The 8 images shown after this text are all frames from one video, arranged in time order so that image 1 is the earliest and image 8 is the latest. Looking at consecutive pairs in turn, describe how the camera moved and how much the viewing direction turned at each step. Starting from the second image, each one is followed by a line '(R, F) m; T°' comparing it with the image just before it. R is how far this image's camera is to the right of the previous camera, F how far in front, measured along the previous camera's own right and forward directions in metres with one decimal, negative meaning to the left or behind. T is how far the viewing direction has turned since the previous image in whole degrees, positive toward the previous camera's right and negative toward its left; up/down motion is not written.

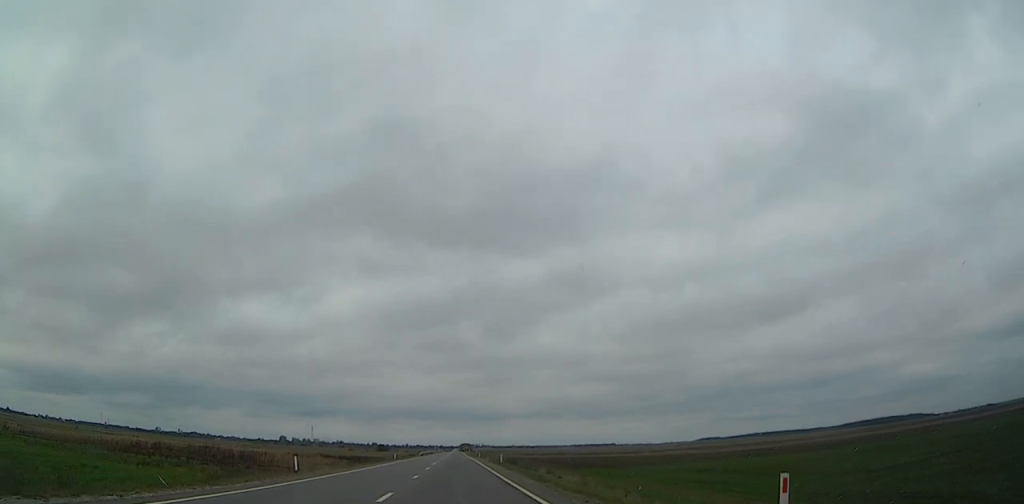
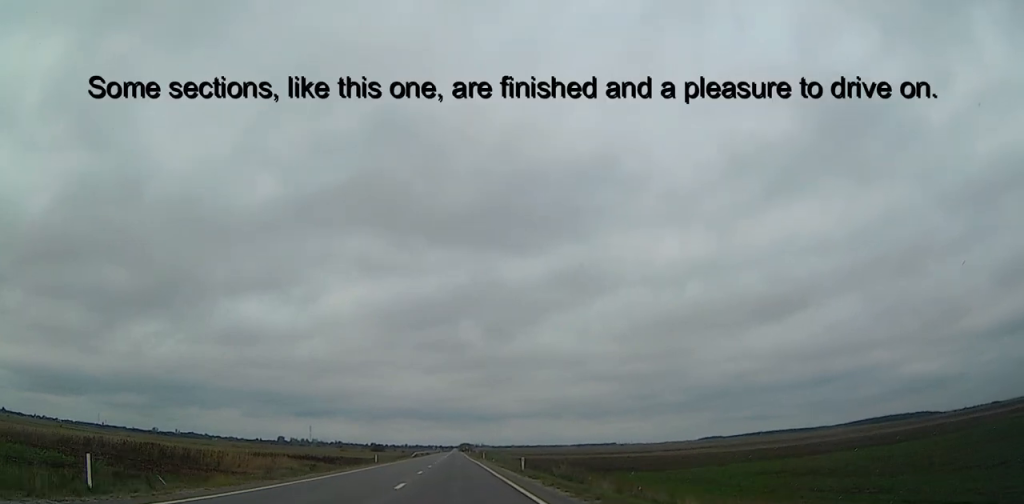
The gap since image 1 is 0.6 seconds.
(0.0, +18.3) m; 0°
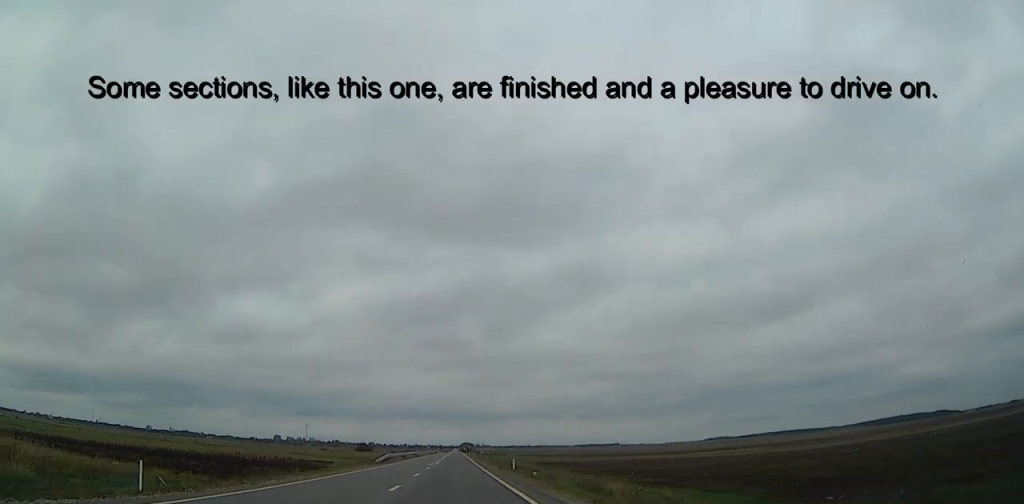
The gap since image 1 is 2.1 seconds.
(0.0, +46.7) m; 0°
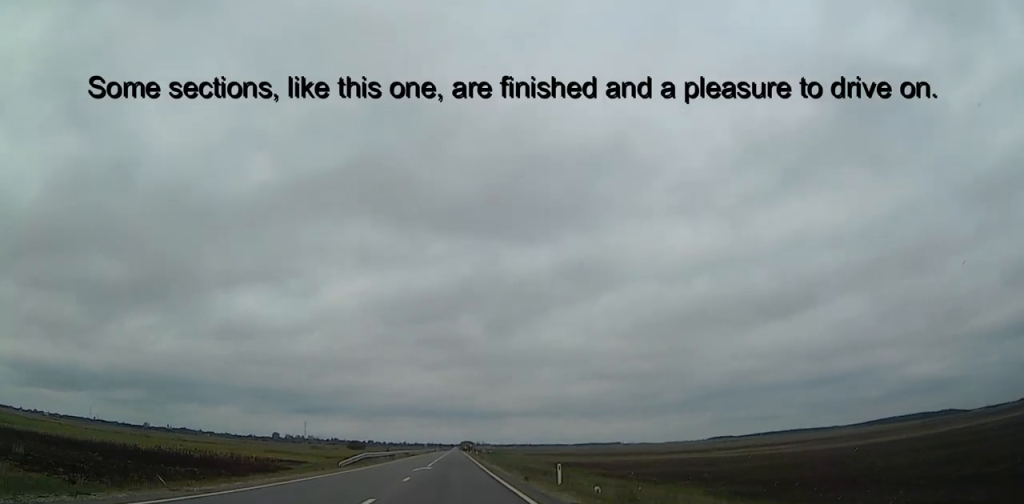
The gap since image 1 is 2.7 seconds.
(0.0, +18.4) m; 0°
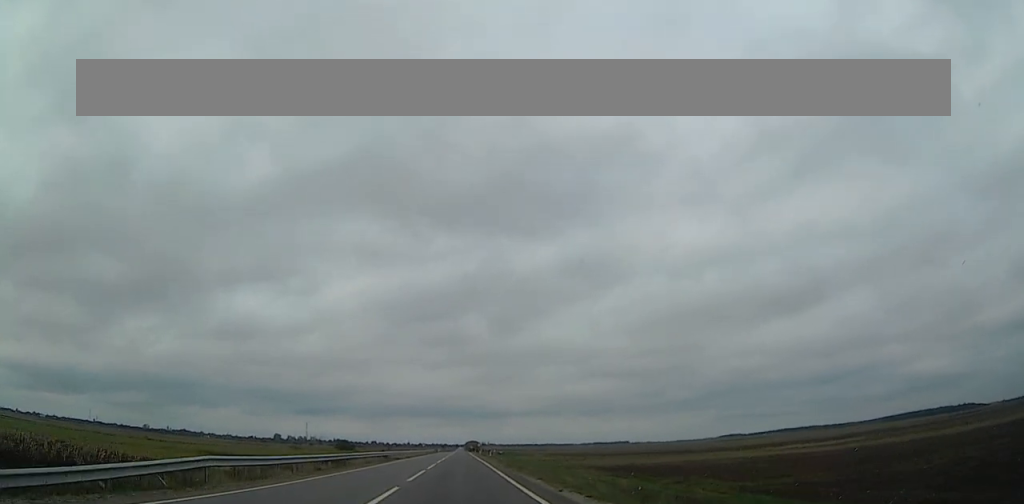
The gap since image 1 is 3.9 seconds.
(-0.1, +35.0) m; 0°
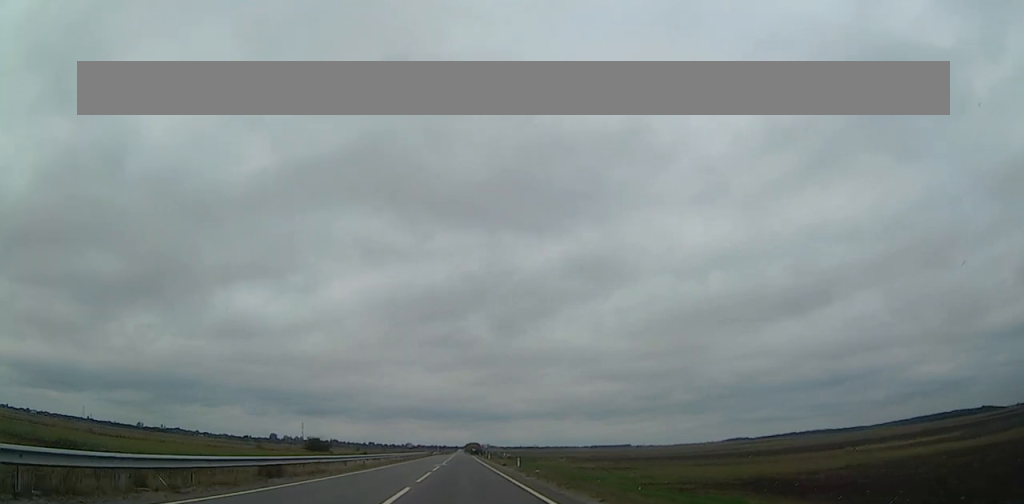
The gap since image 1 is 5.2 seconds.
(0.0, +40.3) m; 0°
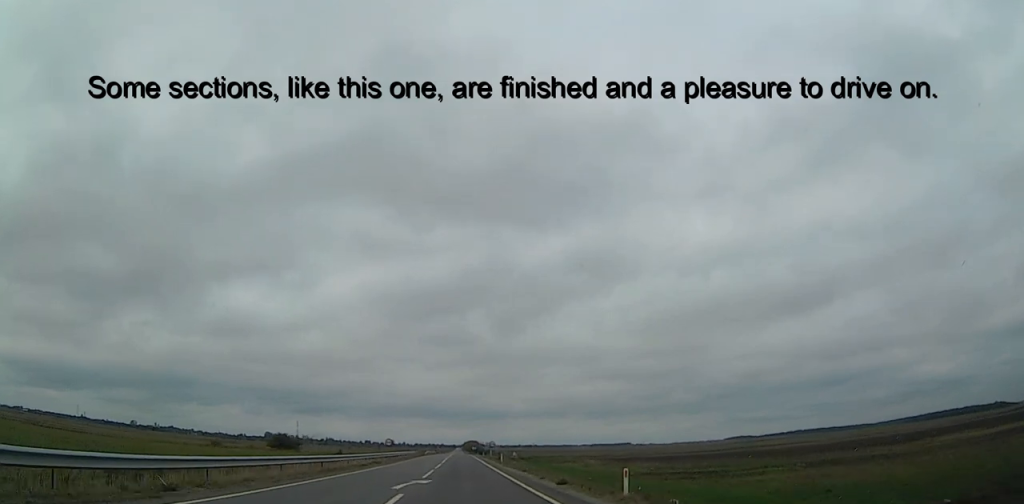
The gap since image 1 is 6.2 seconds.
(0.0, +31.0) m; 0°
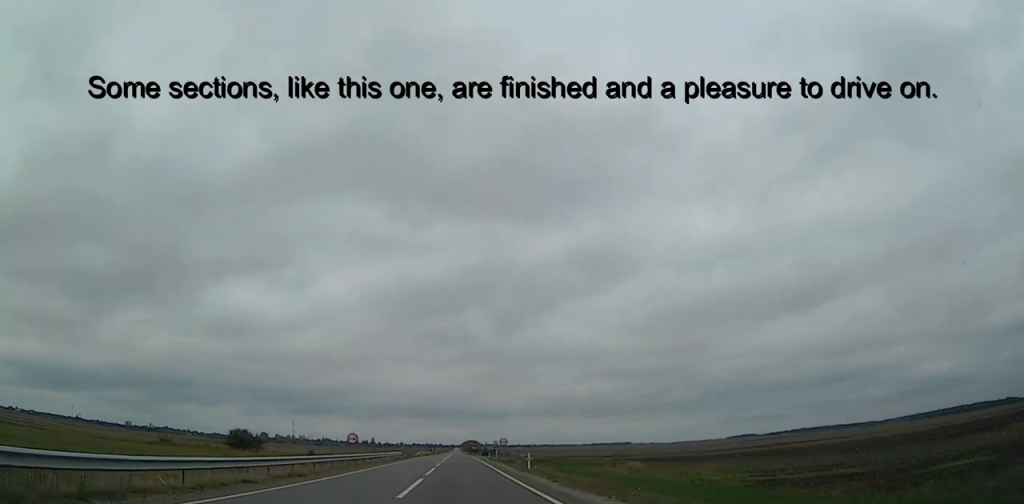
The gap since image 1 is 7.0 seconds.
(+0.1, +25.8) m; 0°
